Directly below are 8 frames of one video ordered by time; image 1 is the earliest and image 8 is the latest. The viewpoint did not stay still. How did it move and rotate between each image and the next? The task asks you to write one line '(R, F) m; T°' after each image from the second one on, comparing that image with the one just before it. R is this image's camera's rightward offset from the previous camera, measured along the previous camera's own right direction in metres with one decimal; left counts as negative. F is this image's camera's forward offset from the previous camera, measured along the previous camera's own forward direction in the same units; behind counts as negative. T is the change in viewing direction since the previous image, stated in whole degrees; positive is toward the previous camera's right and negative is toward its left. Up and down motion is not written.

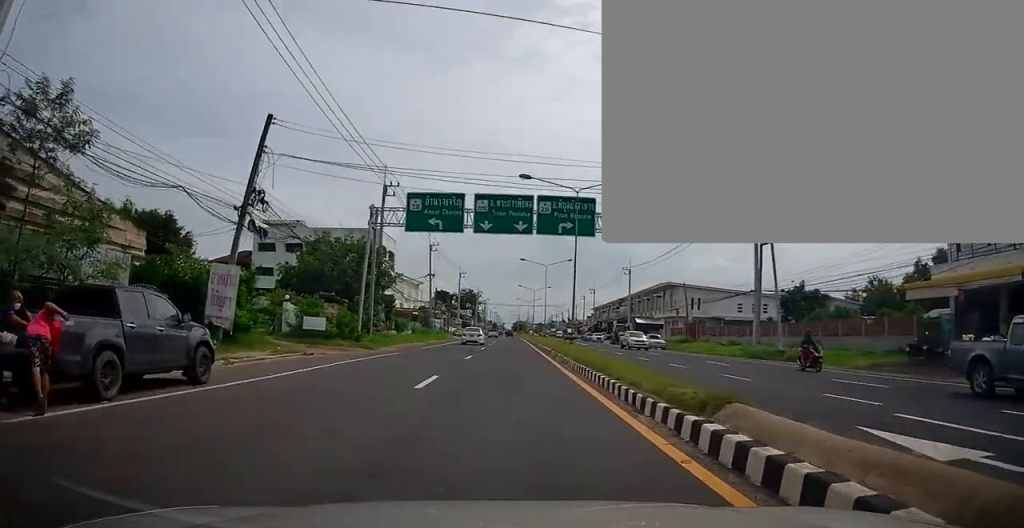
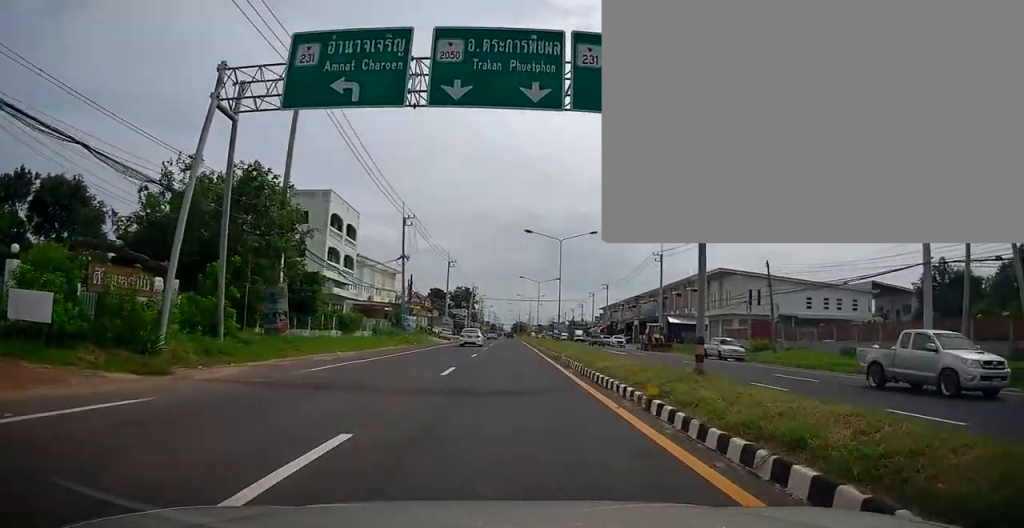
(0.0, +20.4) m; 0°
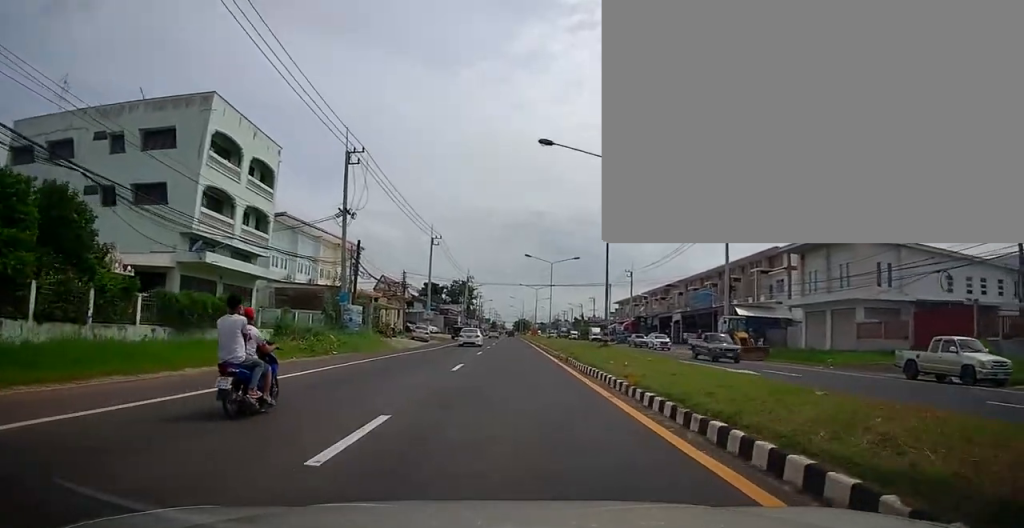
(+0.1, +22.9) m; 0°
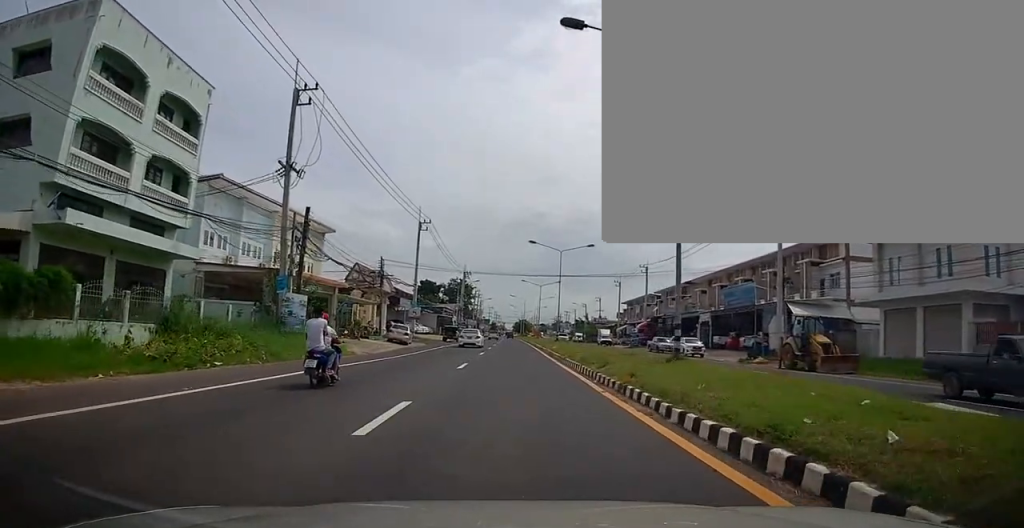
(0.0, +10.8) m; 0°
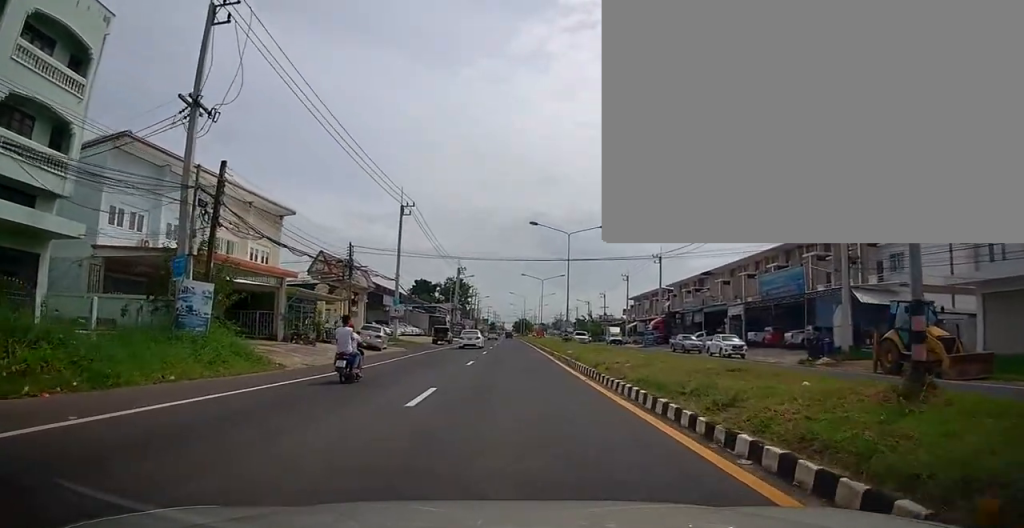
(0.0, +9.1) m; 0°
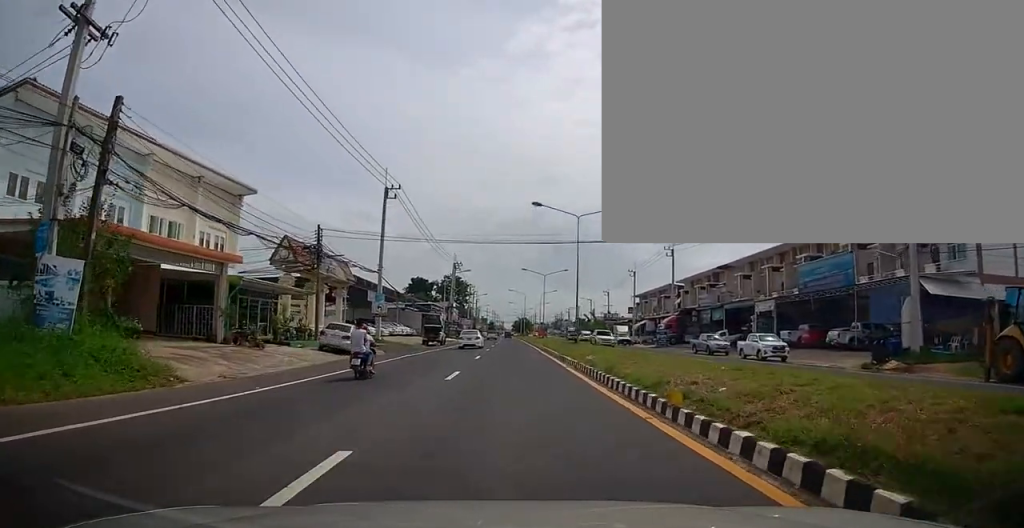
(0.0, +6.6) m; 0°
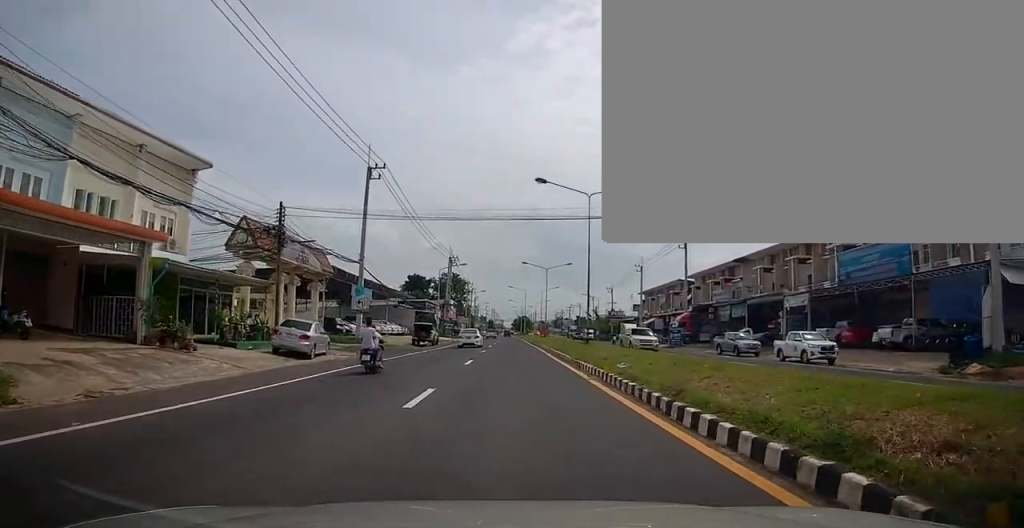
(0.0, +5.7) m; 0°
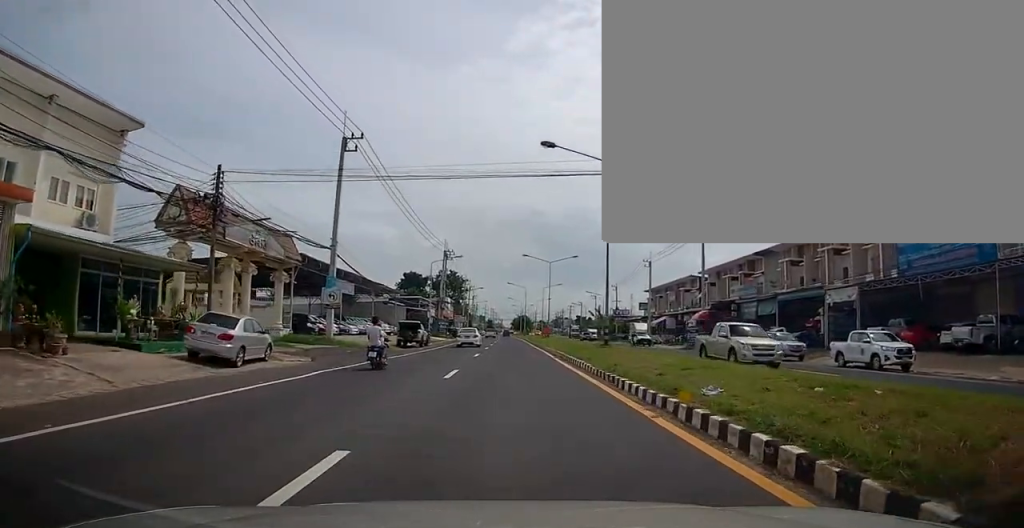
(0.0, +6.4) m; 0°
